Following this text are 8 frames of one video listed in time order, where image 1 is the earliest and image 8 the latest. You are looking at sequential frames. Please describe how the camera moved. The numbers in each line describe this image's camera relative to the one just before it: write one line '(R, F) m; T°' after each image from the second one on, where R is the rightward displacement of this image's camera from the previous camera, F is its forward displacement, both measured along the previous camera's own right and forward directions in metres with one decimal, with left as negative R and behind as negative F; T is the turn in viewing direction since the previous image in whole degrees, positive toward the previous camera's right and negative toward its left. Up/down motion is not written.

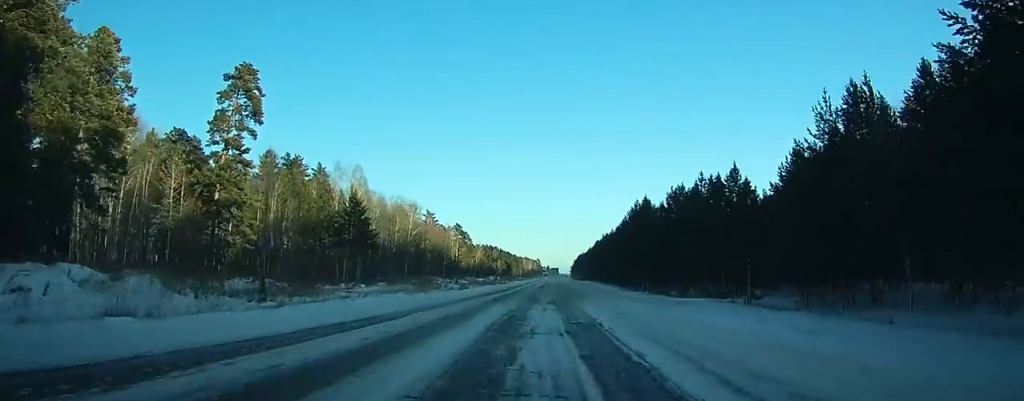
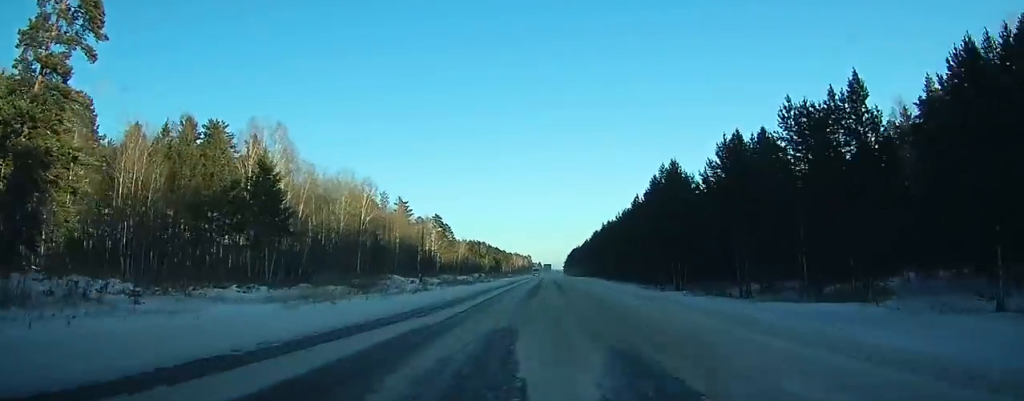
(+0.2, +30.1) m; +1°
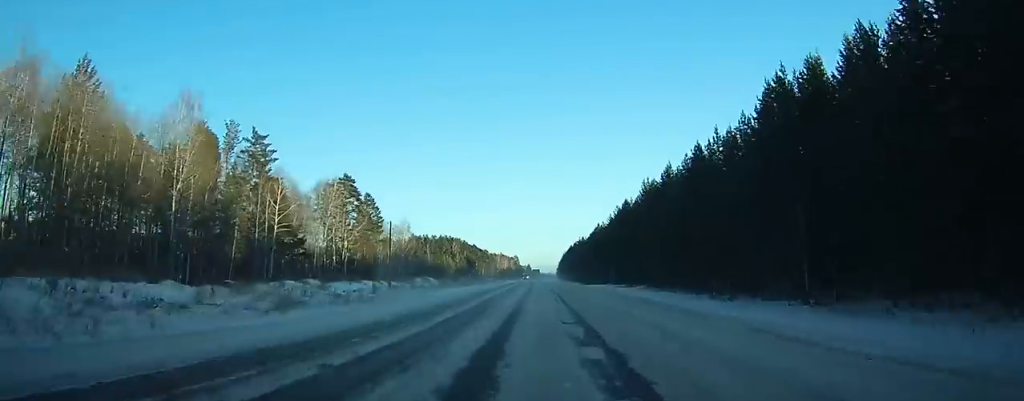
(+0.5, +94.6) m; 0°
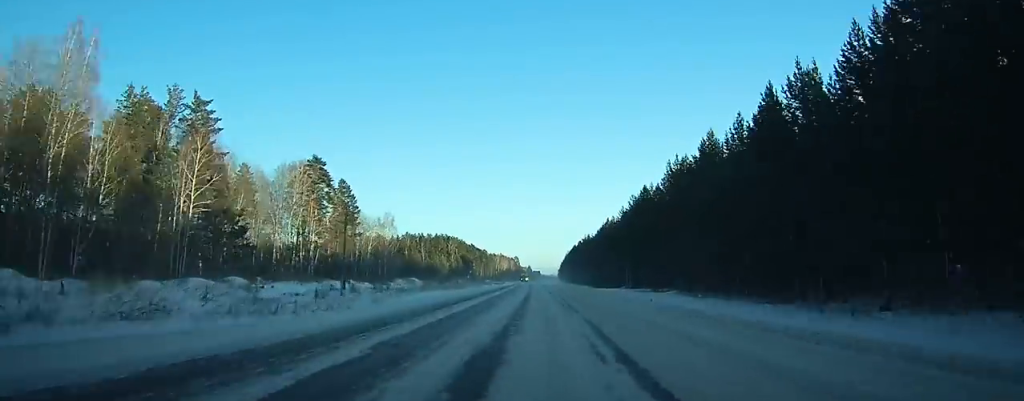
(0.0, +18.5) m; 0°
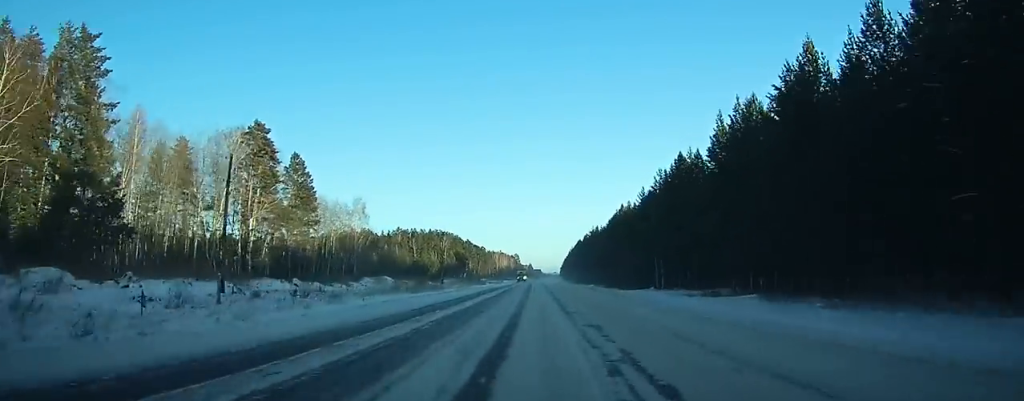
(0.0, +23.2) m; 0°
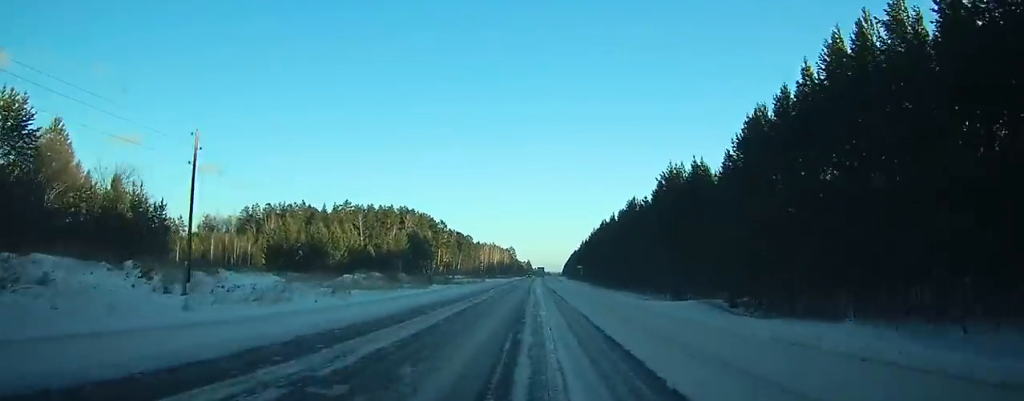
(-0.6, +88.1) m; 0°
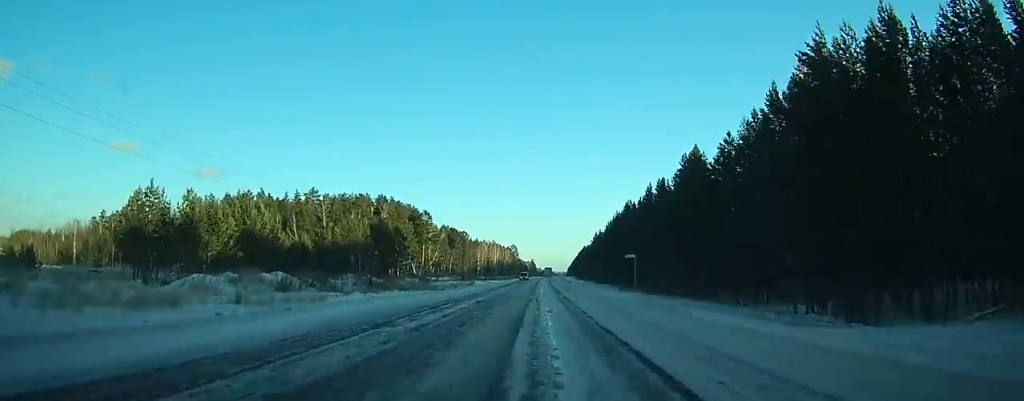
(+0.1, +38.4) m; 0°
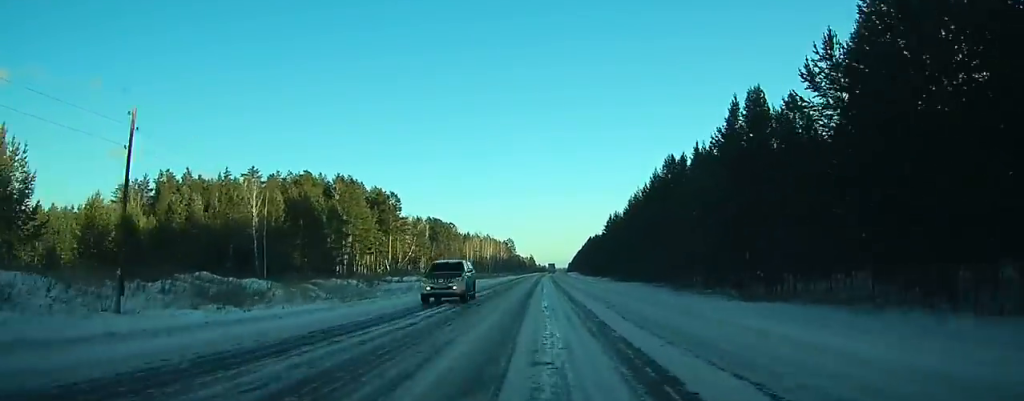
(+0.3, +41.2) m; 0°
